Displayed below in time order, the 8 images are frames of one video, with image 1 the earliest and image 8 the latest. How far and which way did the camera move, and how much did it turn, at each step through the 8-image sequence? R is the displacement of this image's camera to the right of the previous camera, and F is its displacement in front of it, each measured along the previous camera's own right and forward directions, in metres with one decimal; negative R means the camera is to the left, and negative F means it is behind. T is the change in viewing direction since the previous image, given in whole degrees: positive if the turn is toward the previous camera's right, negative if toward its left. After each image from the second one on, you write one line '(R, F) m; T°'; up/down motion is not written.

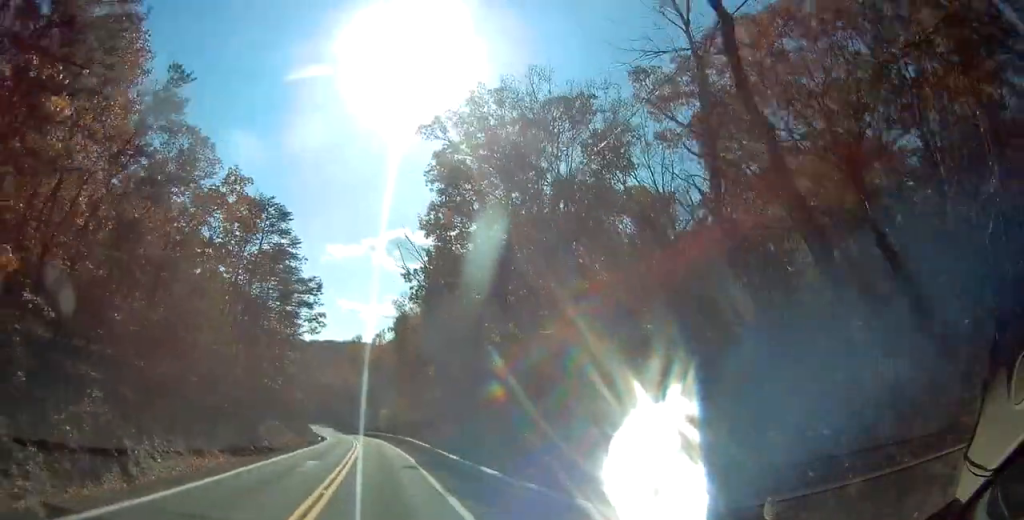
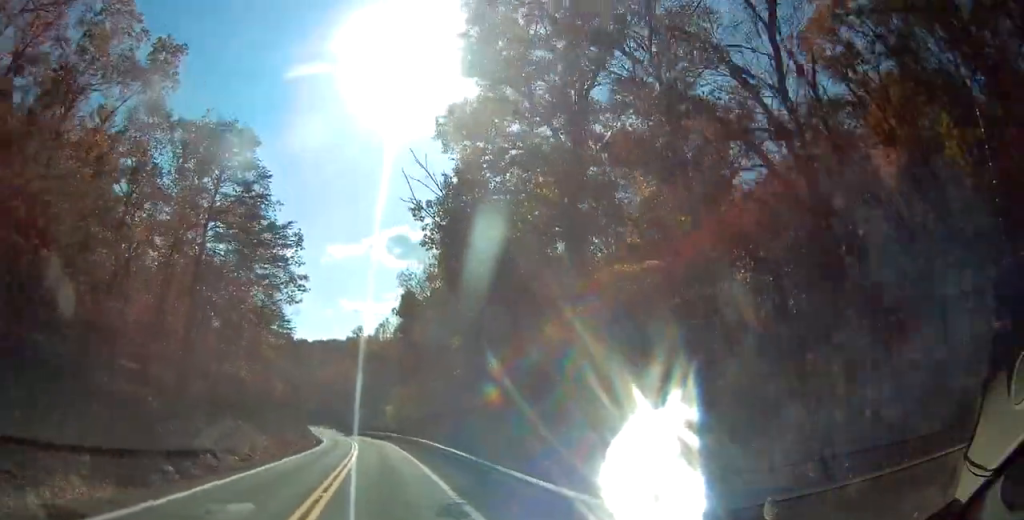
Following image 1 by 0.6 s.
(-0.2, +13.3) m; -1°
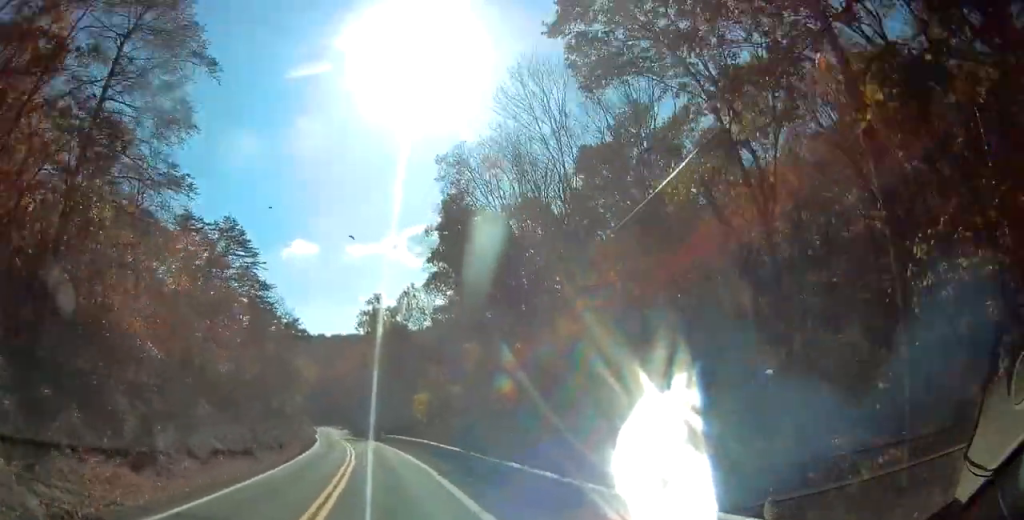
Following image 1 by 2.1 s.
(-0.9, +31.8) m; -2°
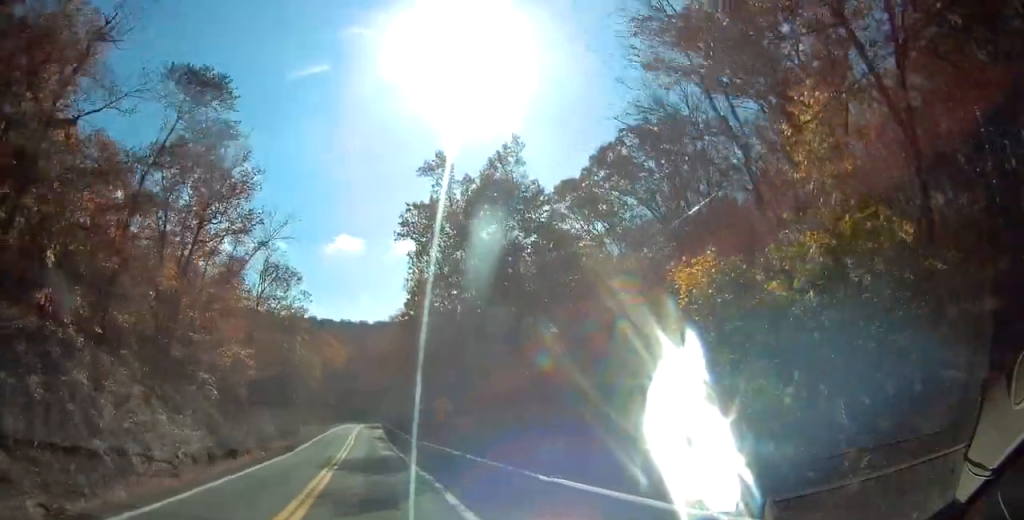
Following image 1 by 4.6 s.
(-2.4, +52.9) m; -5°
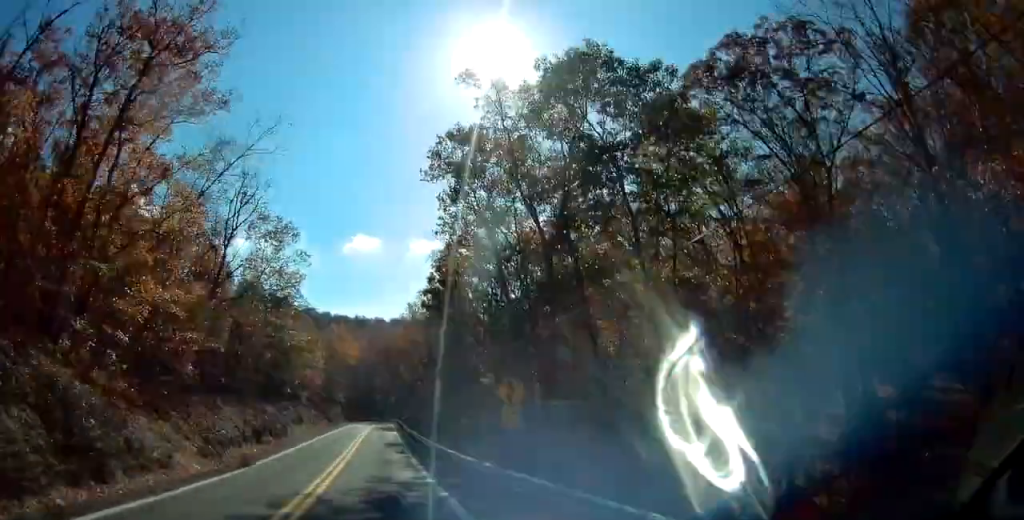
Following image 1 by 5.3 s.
(-0.2, +15.0) m; 0°
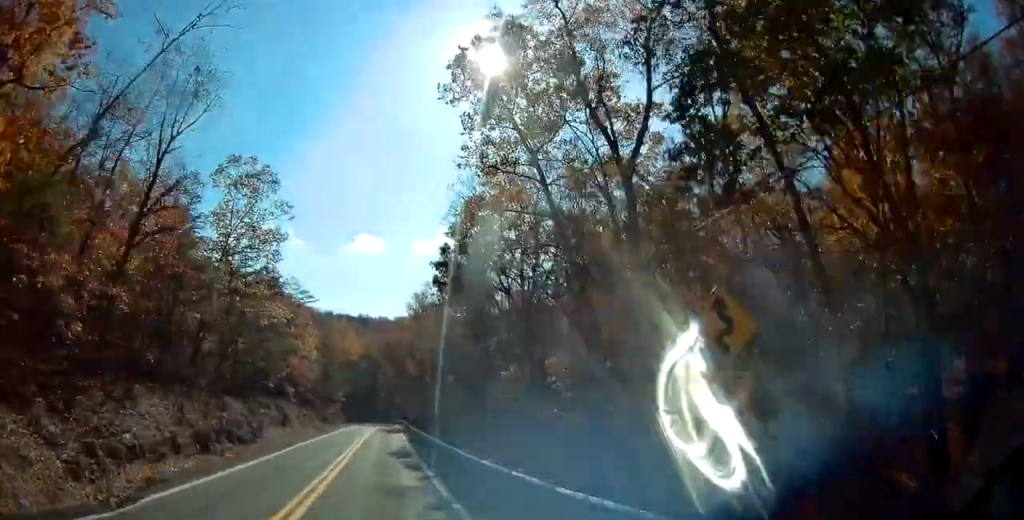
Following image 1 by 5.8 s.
(+0.1, +12.0) m; 0°
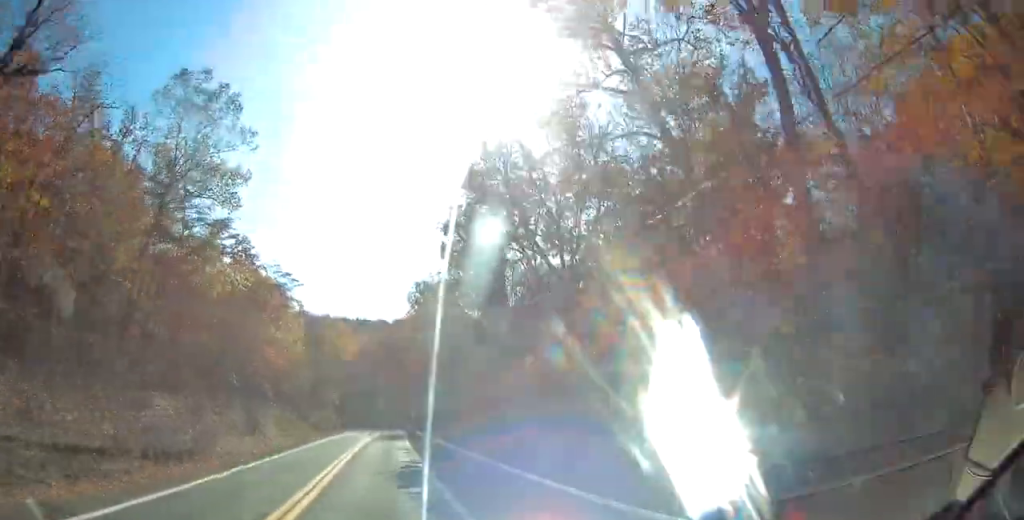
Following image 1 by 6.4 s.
(0.0, +11.2) m; 0°
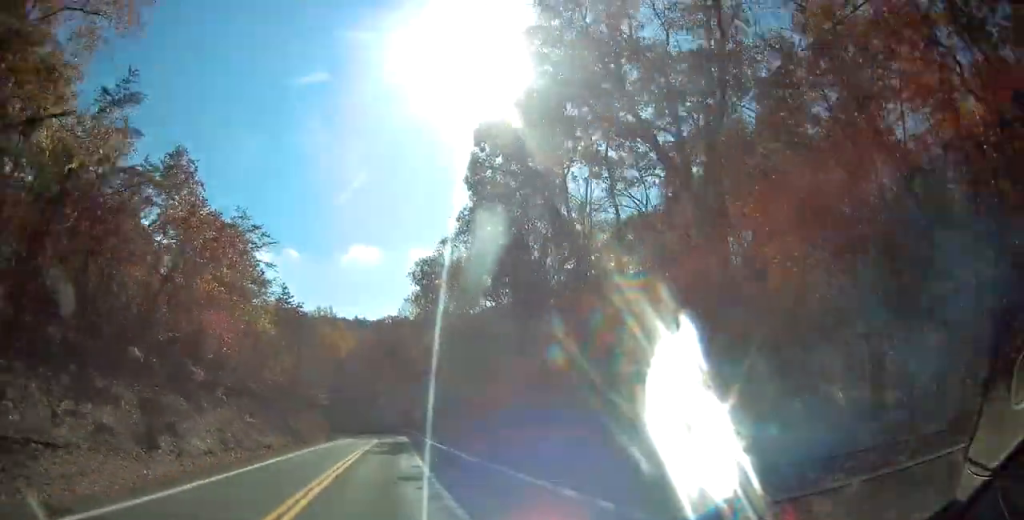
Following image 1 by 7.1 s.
(0.0, +15.8) m; 0°
